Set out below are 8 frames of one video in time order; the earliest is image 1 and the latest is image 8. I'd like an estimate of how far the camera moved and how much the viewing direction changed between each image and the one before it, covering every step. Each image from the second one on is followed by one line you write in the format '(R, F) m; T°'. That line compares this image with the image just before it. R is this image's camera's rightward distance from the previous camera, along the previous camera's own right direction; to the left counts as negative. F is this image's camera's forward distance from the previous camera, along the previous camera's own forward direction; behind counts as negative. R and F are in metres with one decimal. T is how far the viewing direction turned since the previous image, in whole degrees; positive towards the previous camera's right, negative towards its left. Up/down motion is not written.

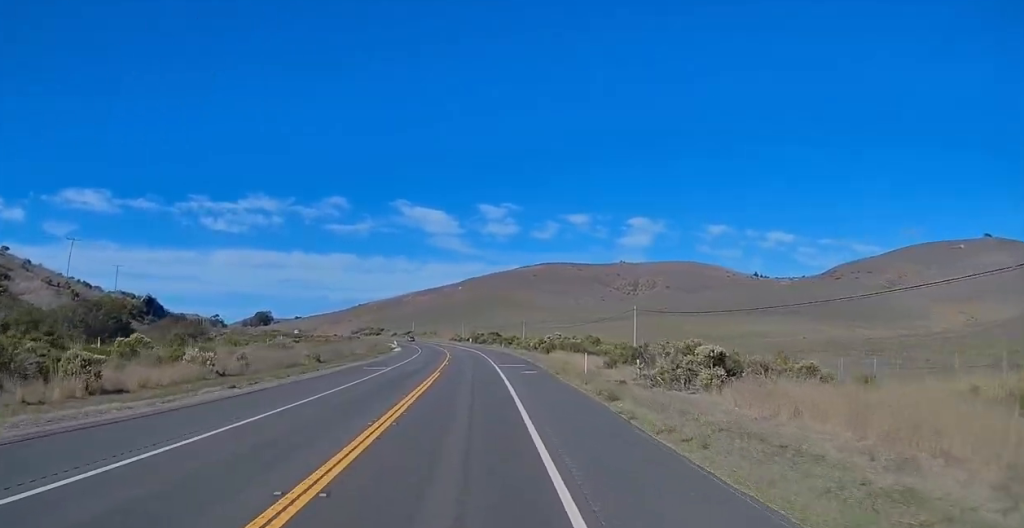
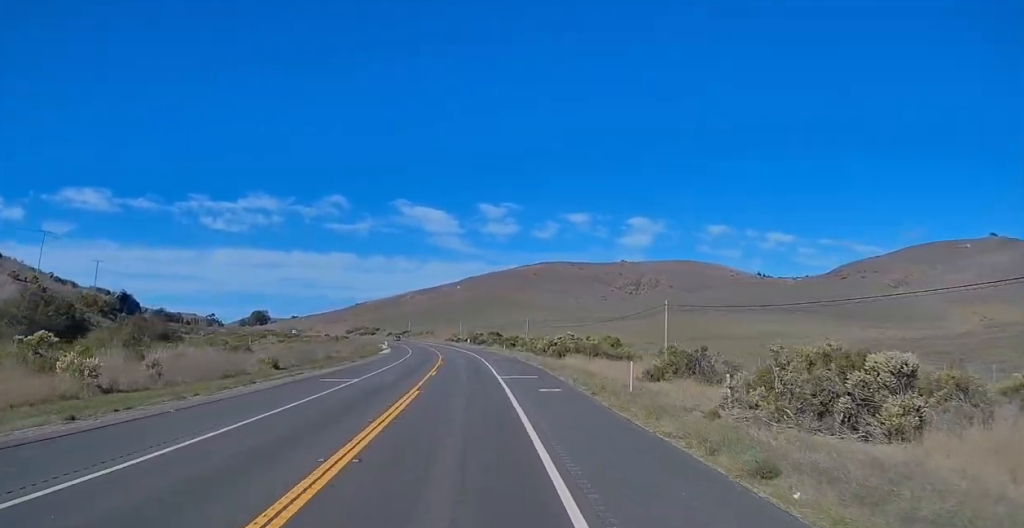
(-0.1, +12.2) m; 0°
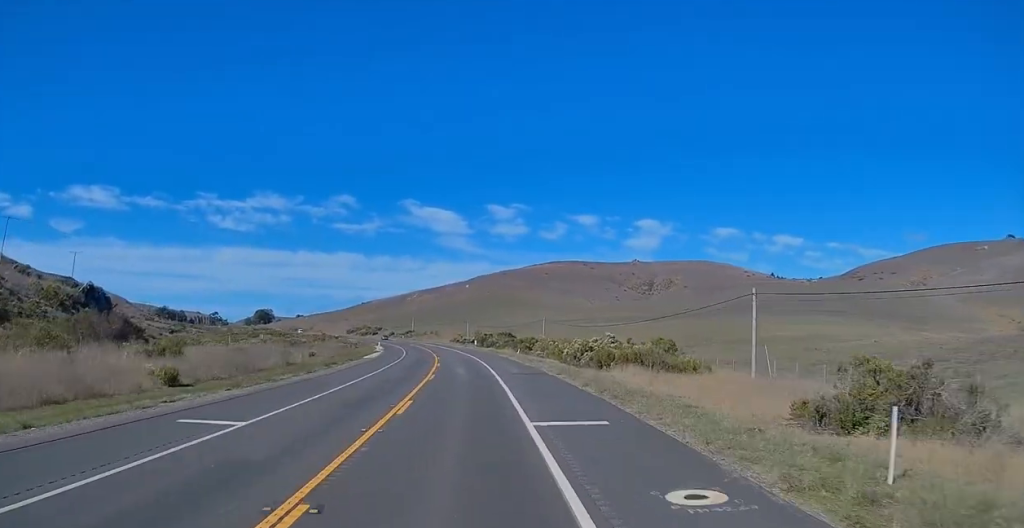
(-0.1, +17.1) m; 0°
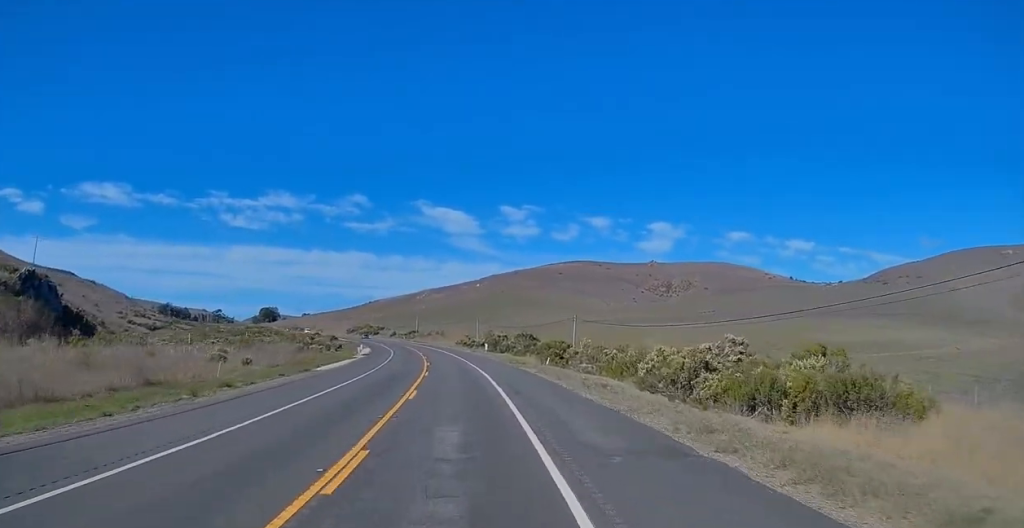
(-0.1, +25.3) m; 0°
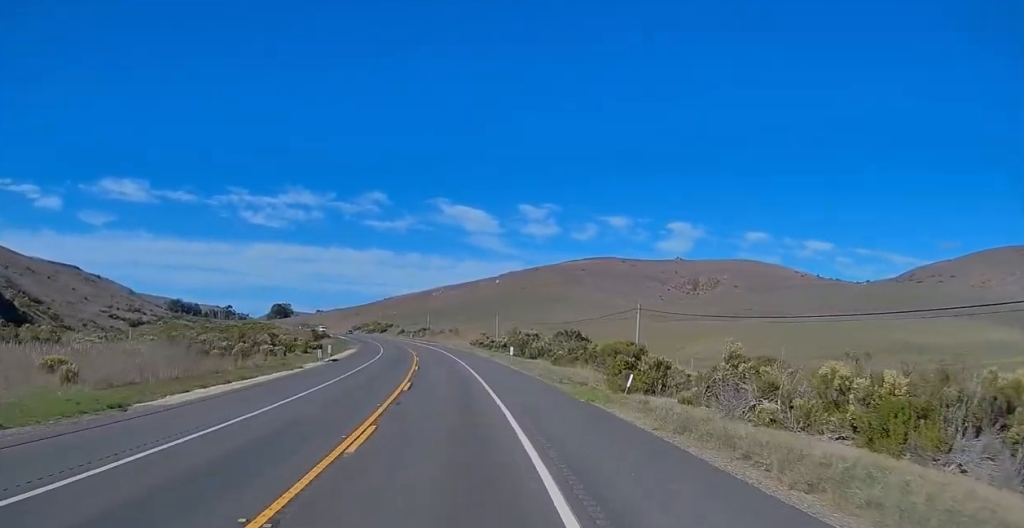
(0.0, +26.3) m; -2°
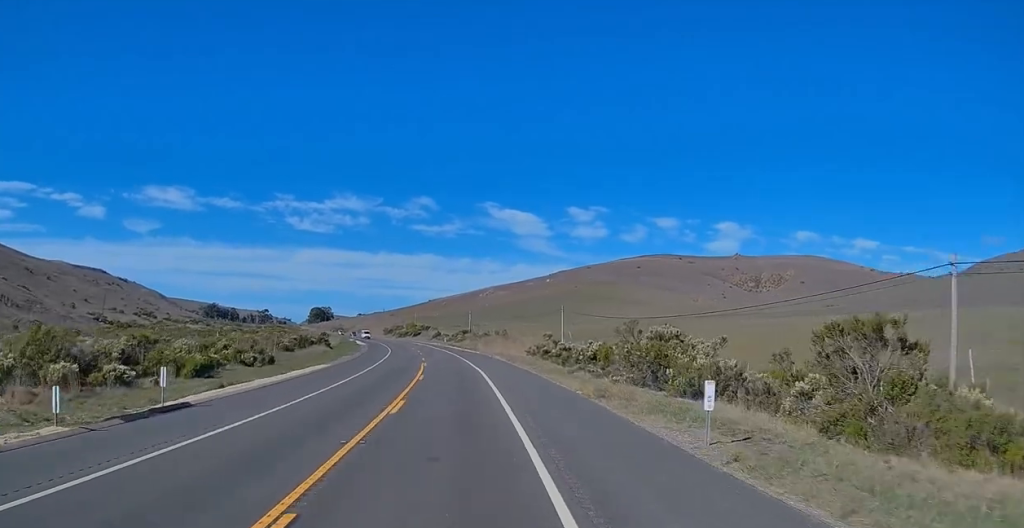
(-1.8, +36.7) m; -6°
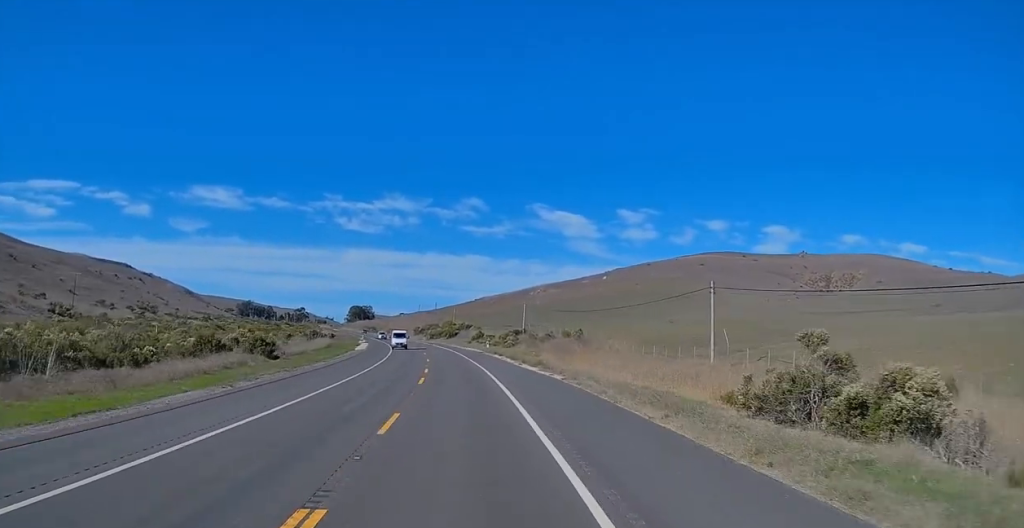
(-2.4, +45.4) m; -4°
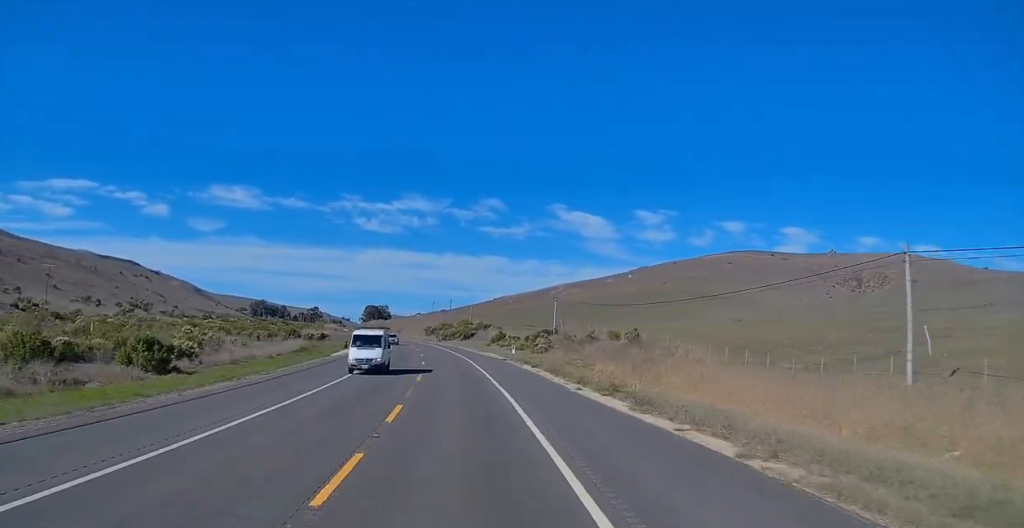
(-0.2, +22.3) m; -1°
